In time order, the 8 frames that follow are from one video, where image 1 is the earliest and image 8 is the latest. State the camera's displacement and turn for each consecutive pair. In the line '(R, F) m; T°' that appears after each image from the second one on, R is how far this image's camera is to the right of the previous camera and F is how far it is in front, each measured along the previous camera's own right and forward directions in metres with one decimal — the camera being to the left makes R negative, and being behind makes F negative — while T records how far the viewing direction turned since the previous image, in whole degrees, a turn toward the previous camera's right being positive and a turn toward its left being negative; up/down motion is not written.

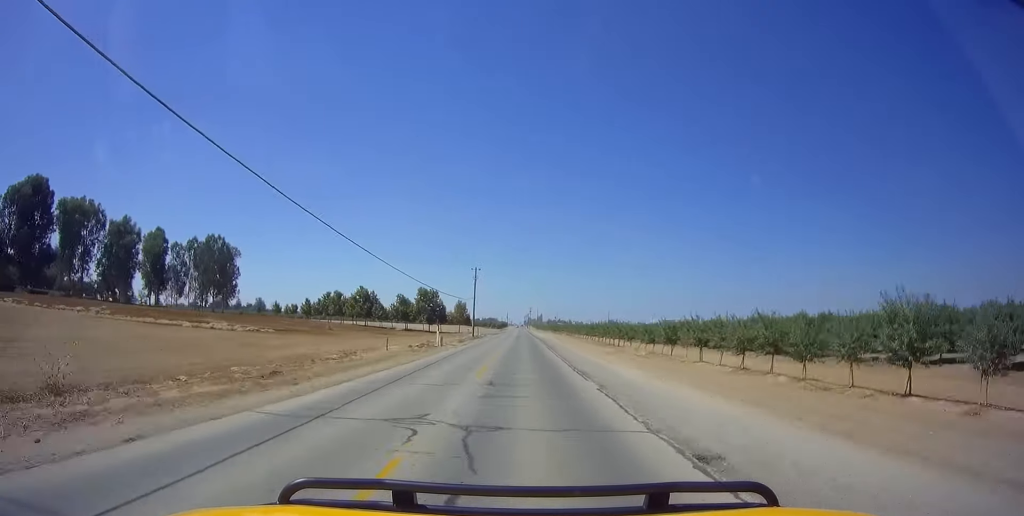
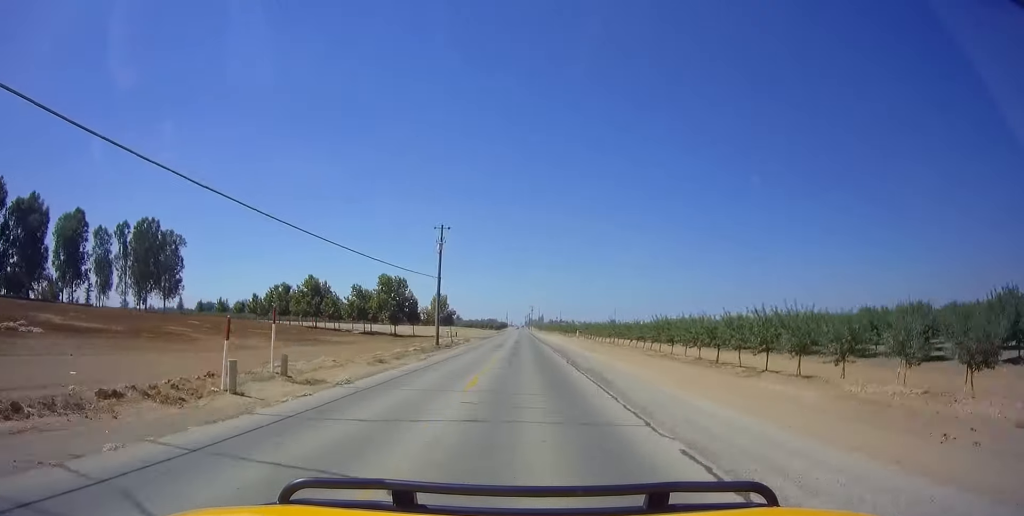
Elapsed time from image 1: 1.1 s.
(+0.2, +33.0) m; +1°
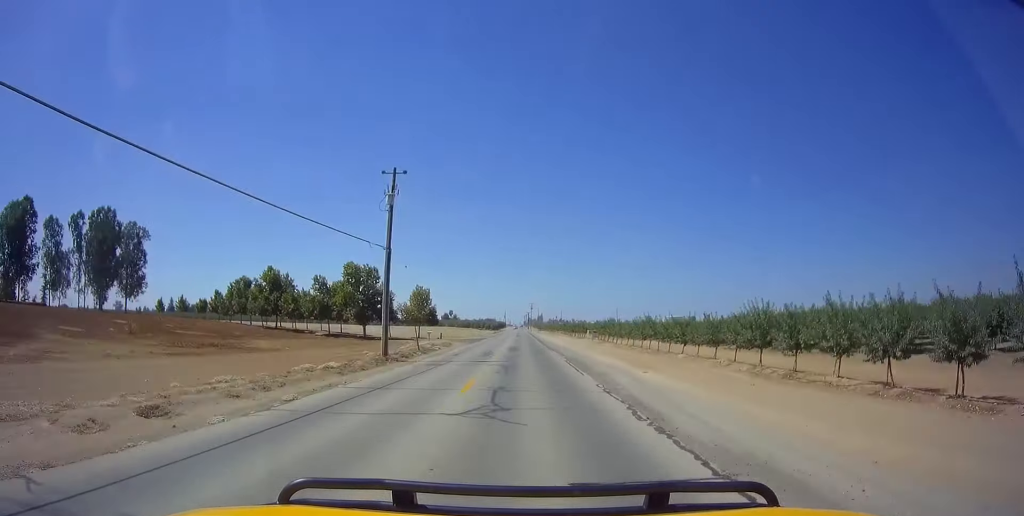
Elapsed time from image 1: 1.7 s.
(+0.1, +16.4) m; 0°
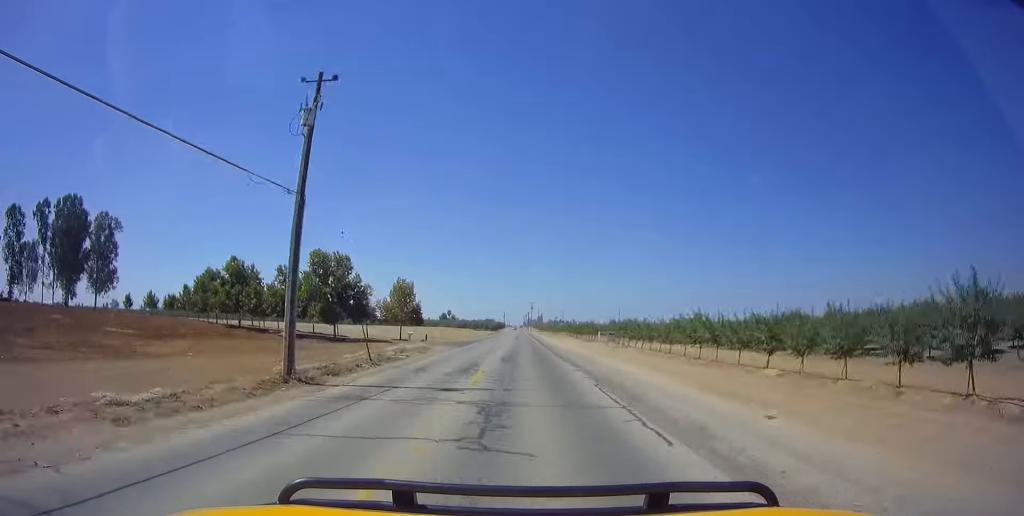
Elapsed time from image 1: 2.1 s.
(+0.1, +11.6) m; 0°
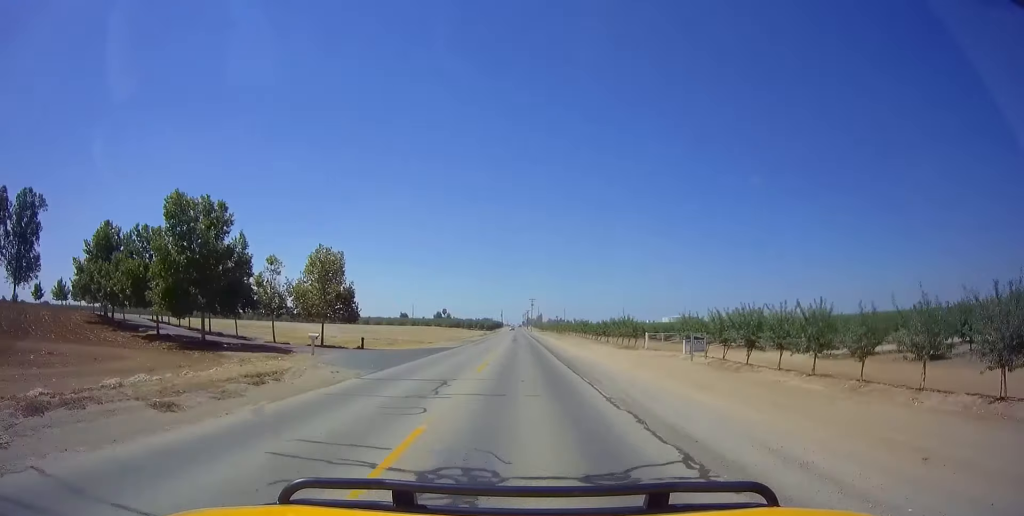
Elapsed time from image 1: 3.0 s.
(-0.1, +25.9) m; 0°
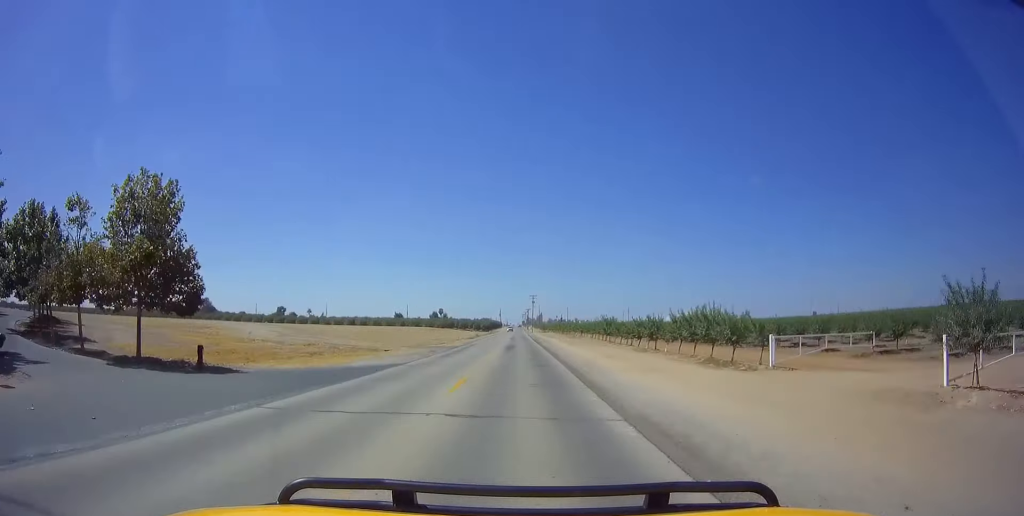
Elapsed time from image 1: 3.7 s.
(0.0, +20.9) m; 0°
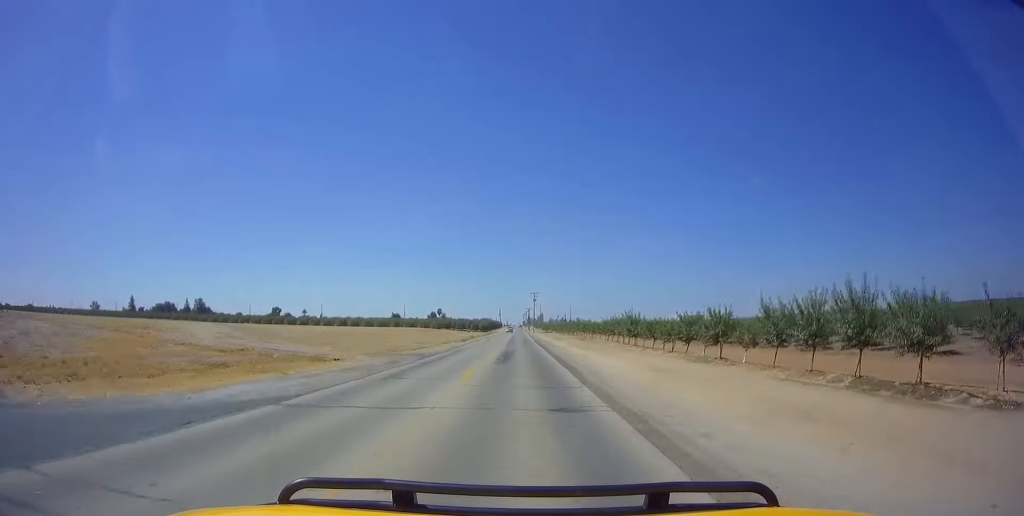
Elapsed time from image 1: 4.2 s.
(0.0, +12.3) m; 0°
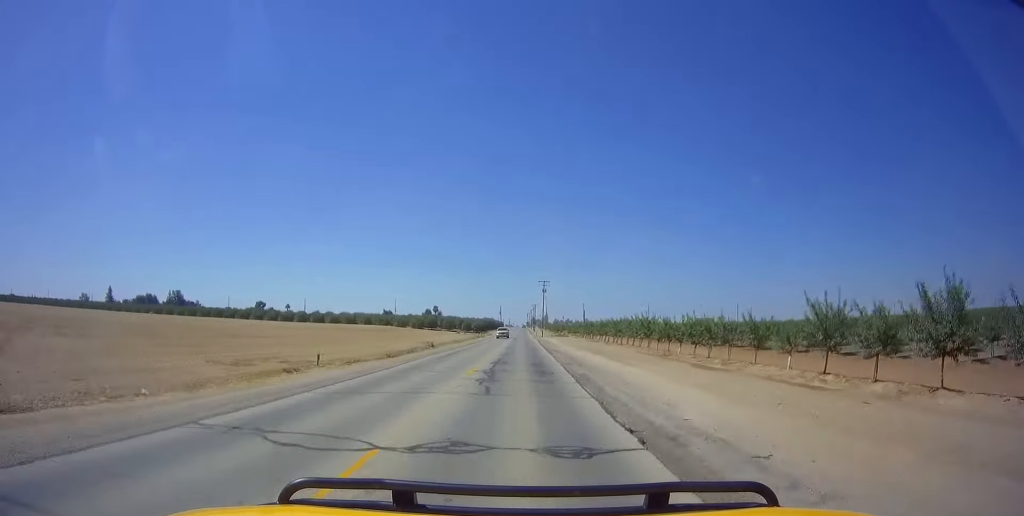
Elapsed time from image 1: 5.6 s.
(+0.1, +41.6) m; 0°
